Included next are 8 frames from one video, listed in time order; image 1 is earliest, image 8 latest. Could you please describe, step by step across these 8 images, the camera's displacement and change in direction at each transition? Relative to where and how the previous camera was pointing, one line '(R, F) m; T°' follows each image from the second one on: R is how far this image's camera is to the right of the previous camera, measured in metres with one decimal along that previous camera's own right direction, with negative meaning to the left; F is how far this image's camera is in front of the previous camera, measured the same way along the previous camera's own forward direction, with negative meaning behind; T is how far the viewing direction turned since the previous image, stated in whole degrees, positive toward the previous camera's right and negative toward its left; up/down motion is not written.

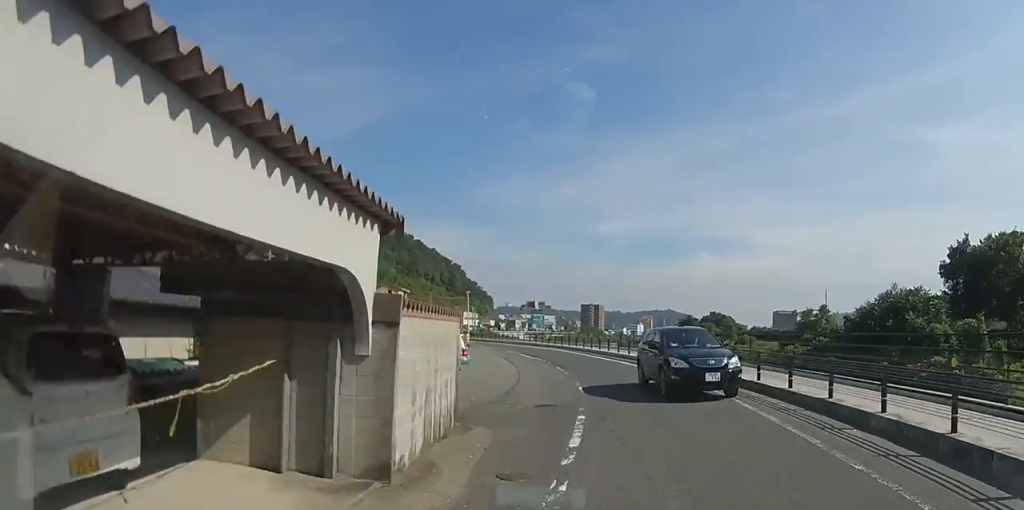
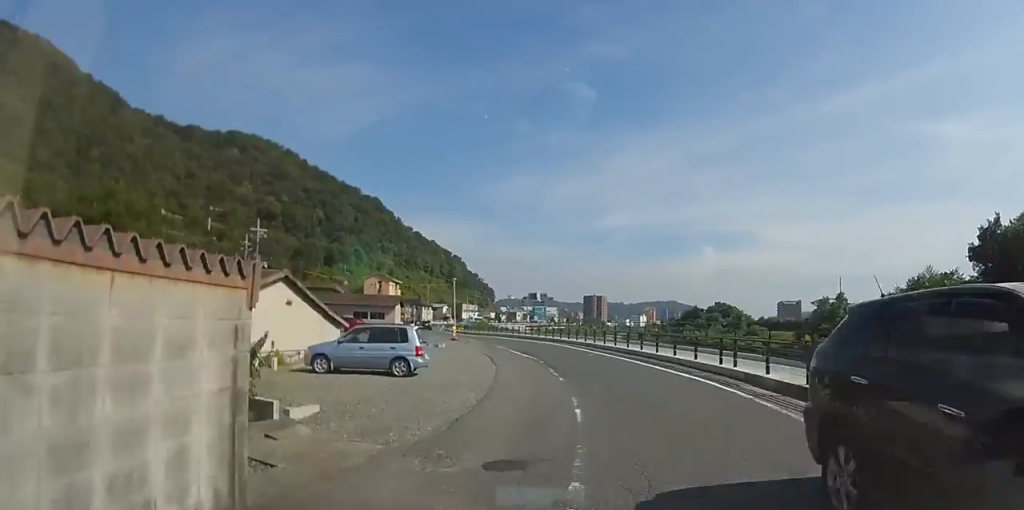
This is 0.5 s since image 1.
(0.0, +5.9) m; 0°
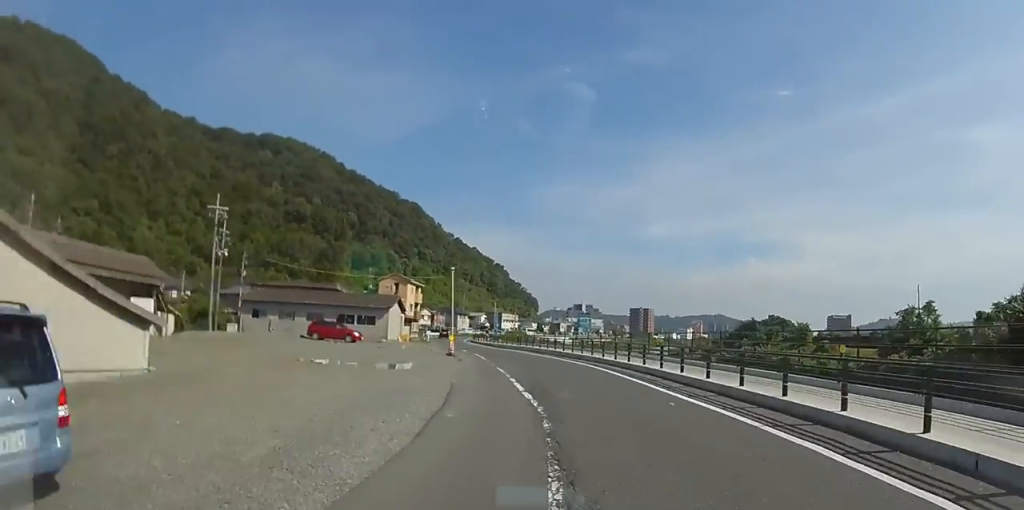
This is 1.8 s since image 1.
(-0.2, +14.5) m; -3°
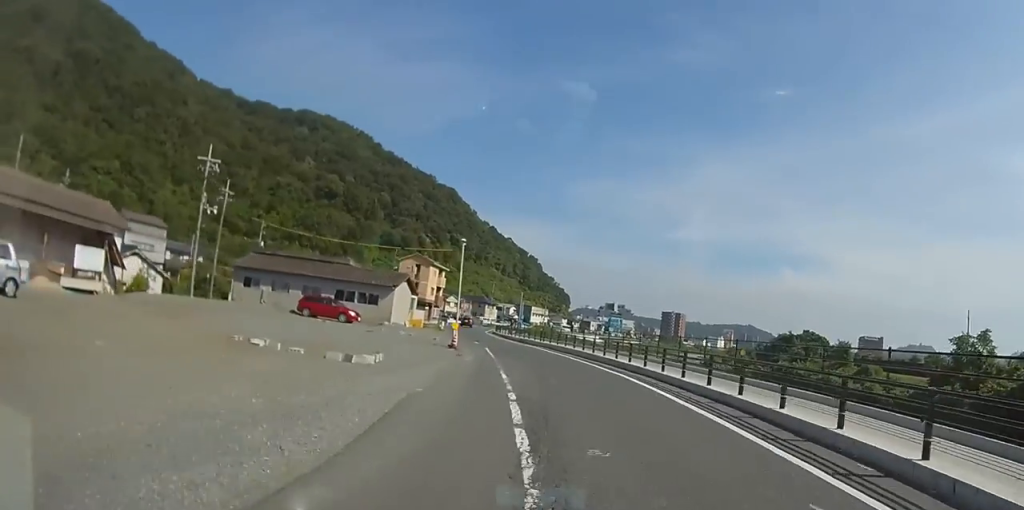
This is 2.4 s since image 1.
(-0.1, +6.6) m; -3°
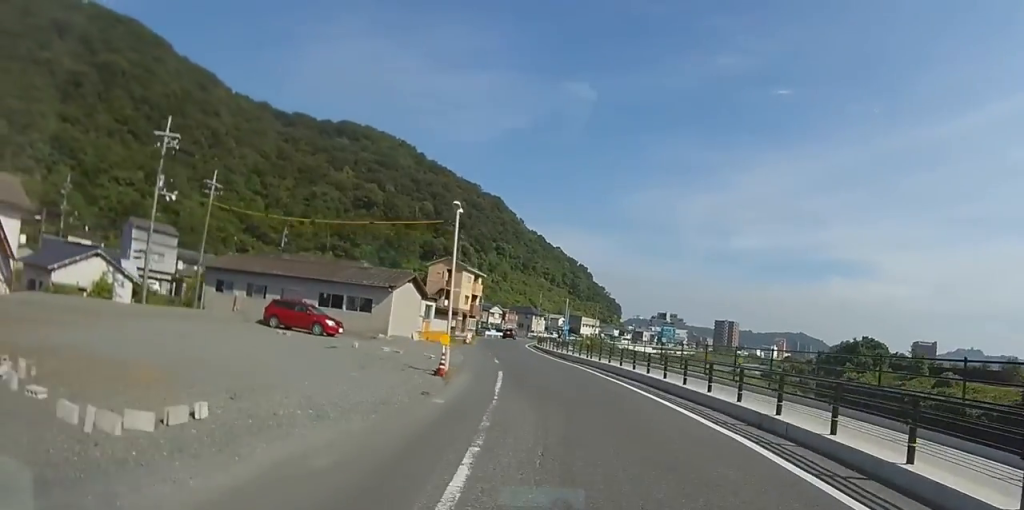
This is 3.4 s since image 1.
(-0.4, +9.9) m; -5°
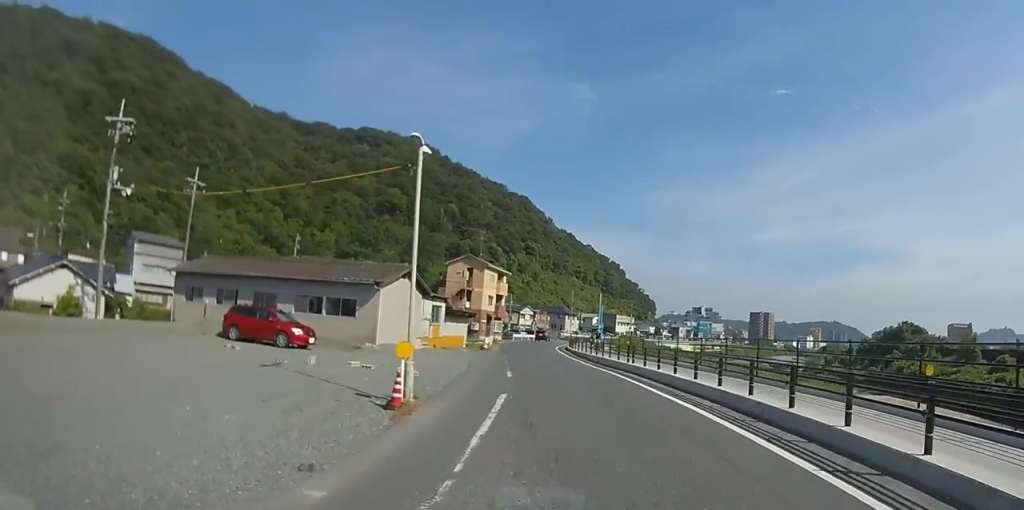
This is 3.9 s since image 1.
(-0.2, +5.8) m; -4°
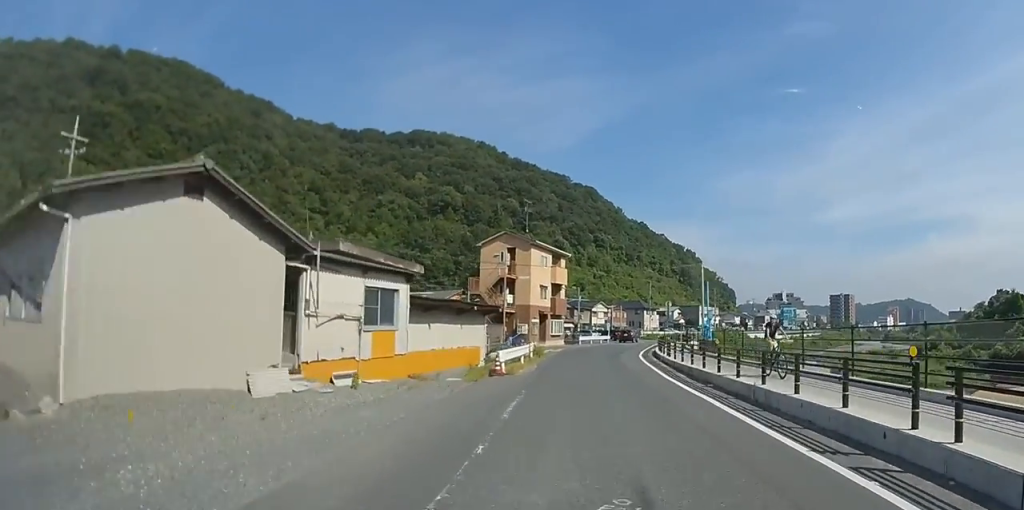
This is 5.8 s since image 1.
(-1.9, +18.3) m; -11°
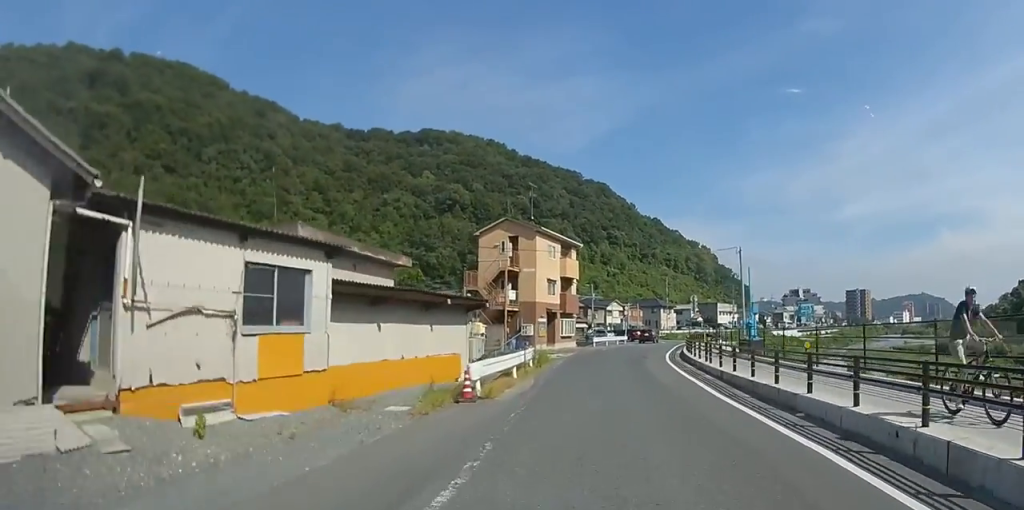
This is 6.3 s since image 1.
(-0.2, +5.6) m; -2°
